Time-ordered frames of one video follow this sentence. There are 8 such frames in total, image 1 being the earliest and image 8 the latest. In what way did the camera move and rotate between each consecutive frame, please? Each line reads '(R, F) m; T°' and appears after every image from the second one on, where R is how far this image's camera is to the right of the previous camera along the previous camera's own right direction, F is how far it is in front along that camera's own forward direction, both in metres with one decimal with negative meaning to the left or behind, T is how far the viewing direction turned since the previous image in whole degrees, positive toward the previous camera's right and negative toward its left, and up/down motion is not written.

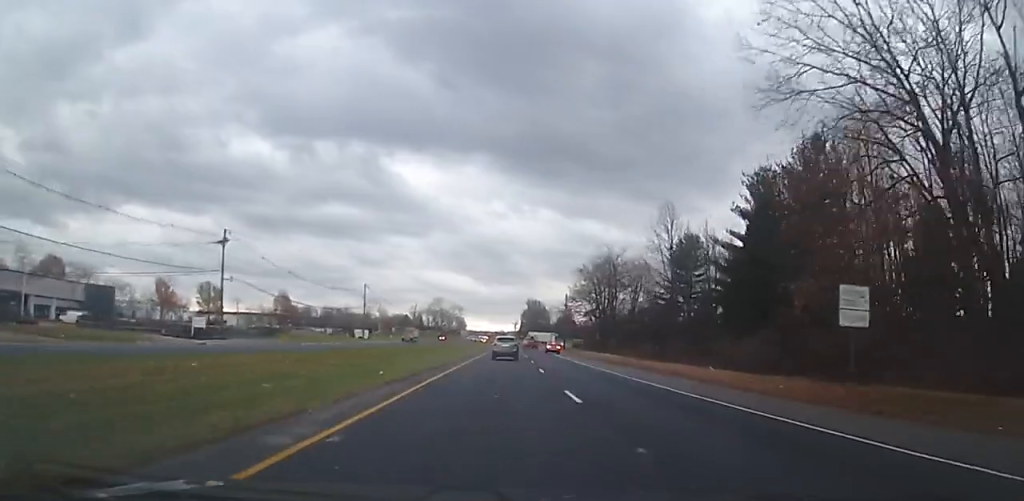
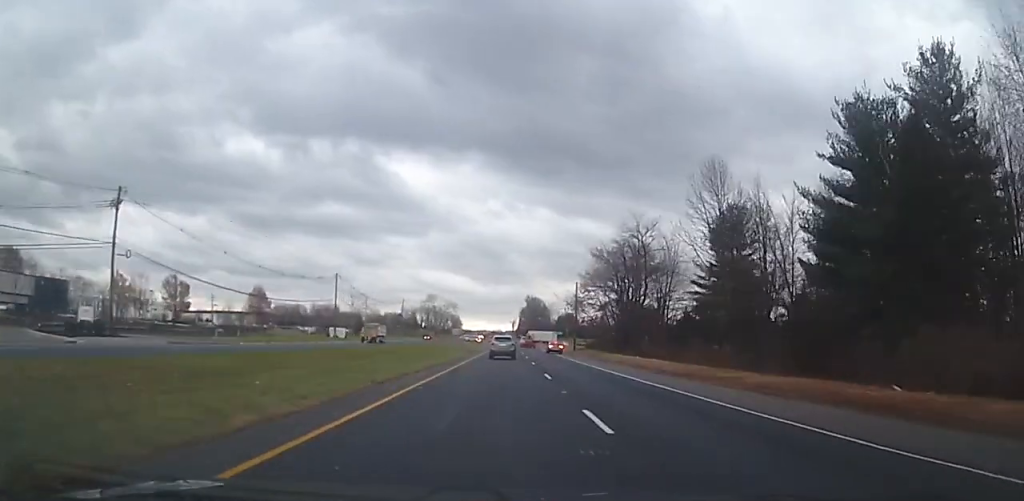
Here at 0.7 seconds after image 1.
(-0.1, +16.6) m; 0°
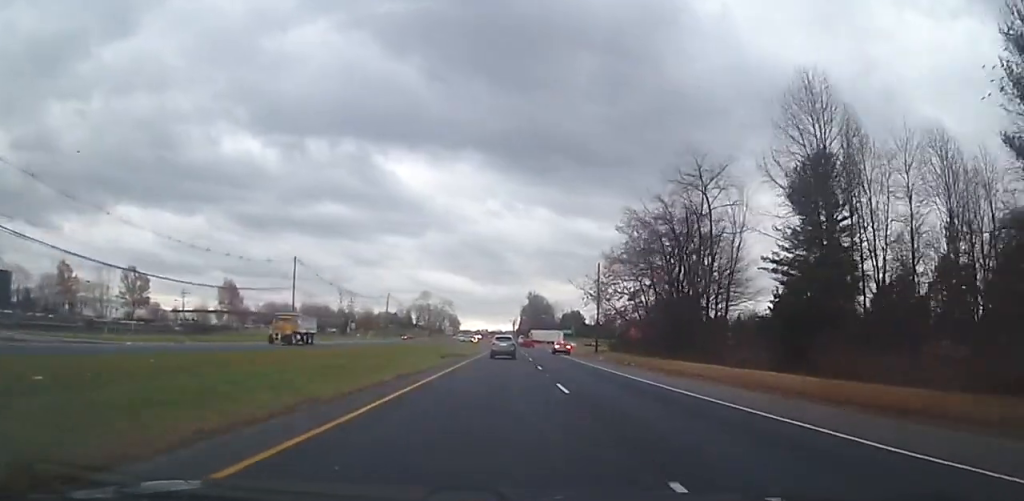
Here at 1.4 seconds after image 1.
(0.0, +18.2) m; 0°
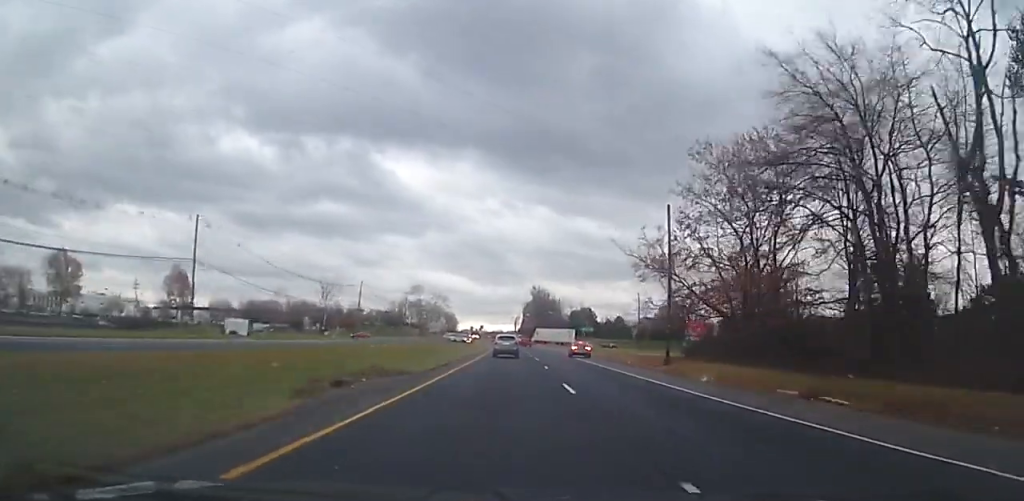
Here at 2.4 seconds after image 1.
(+0.1, +24.6) m; 0°
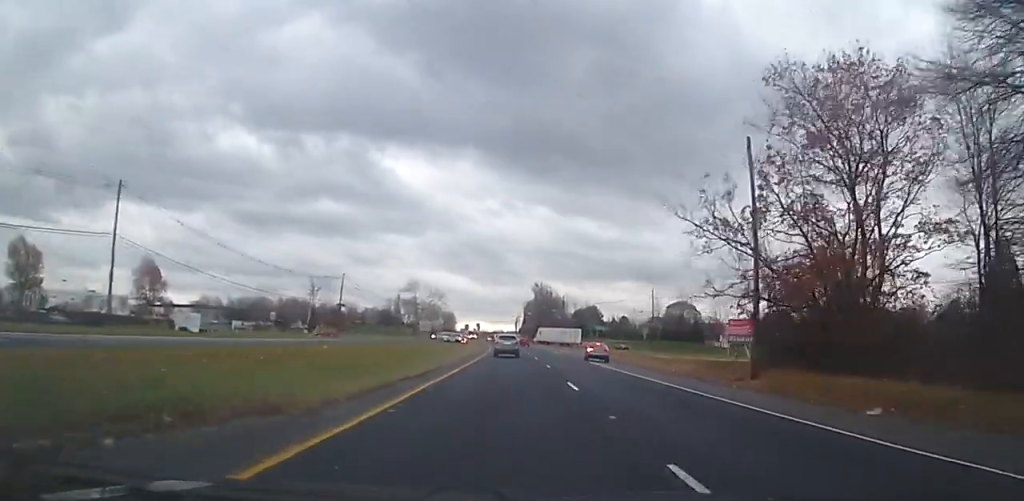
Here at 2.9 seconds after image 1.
(+0.1, +11.4) m; 0°
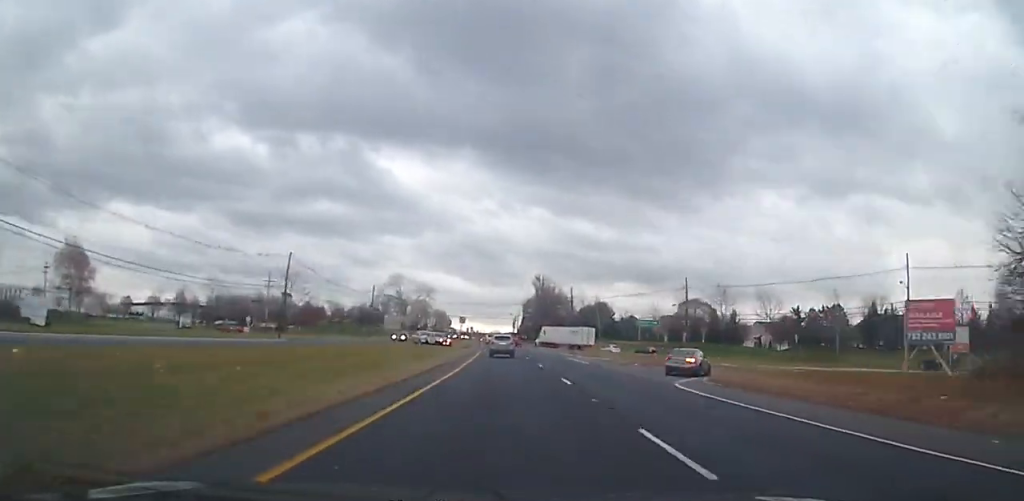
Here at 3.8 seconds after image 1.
(-0.1, +22.0) m; 0°
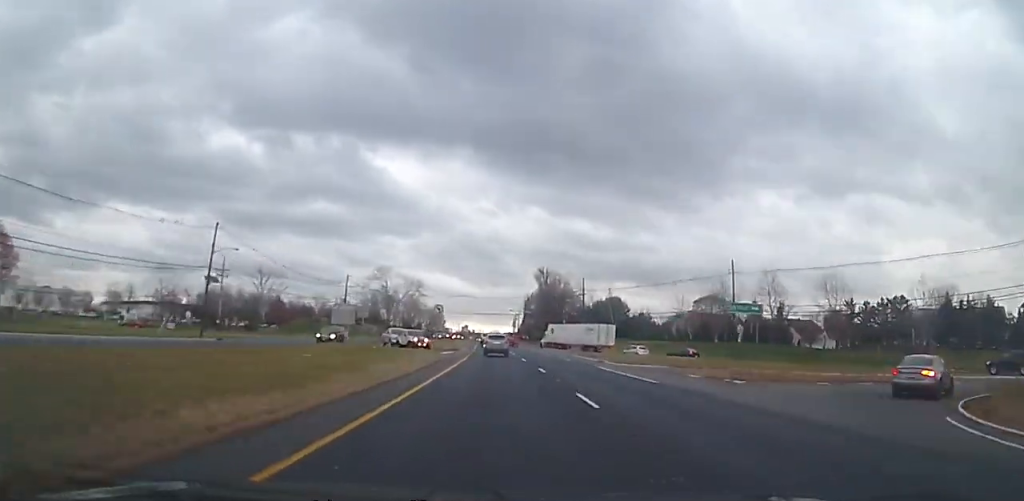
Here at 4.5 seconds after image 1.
(0.0, +18.7) m; -1°
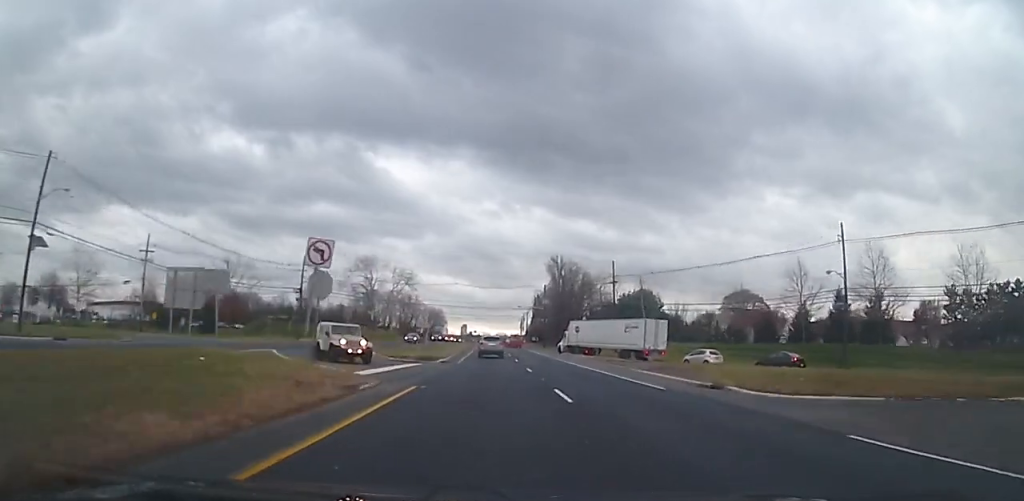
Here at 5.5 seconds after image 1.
(-0.3, +23.4) m; -1°
